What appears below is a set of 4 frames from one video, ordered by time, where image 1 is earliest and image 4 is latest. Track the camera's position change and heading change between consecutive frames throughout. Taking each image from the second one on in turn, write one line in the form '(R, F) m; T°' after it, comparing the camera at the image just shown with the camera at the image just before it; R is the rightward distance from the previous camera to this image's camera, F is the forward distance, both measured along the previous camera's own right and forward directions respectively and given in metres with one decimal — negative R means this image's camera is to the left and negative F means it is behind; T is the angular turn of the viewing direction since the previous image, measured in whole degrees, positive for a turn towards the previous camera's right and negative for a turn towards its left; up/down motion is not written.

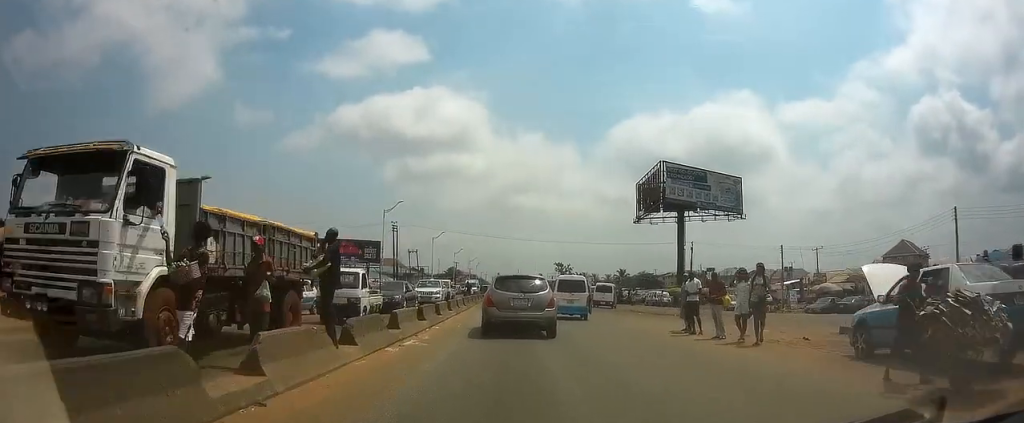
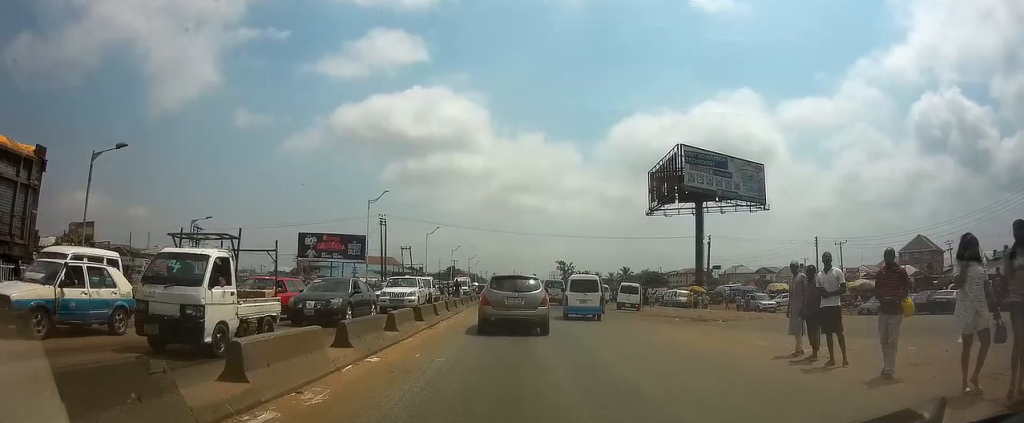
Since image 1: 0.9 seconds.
(0.0, +7.5) m; 0°
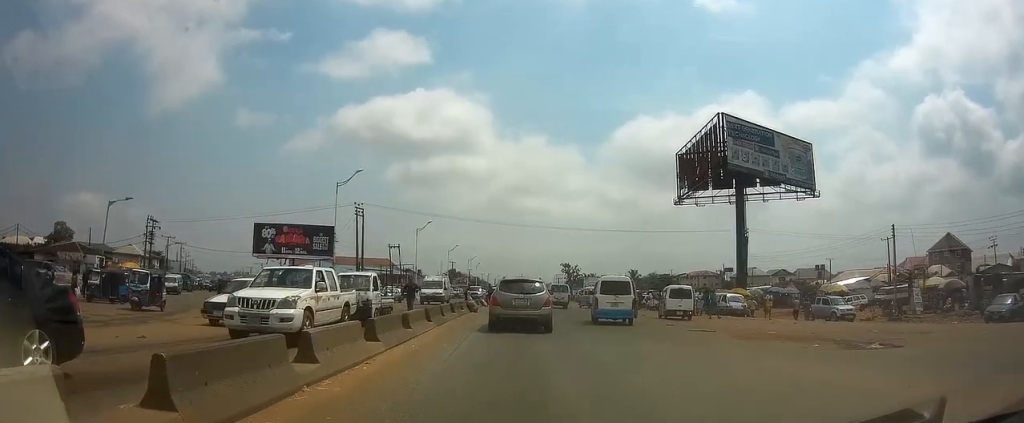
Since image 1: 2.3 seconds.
(0.0, +12.5) m; 0°
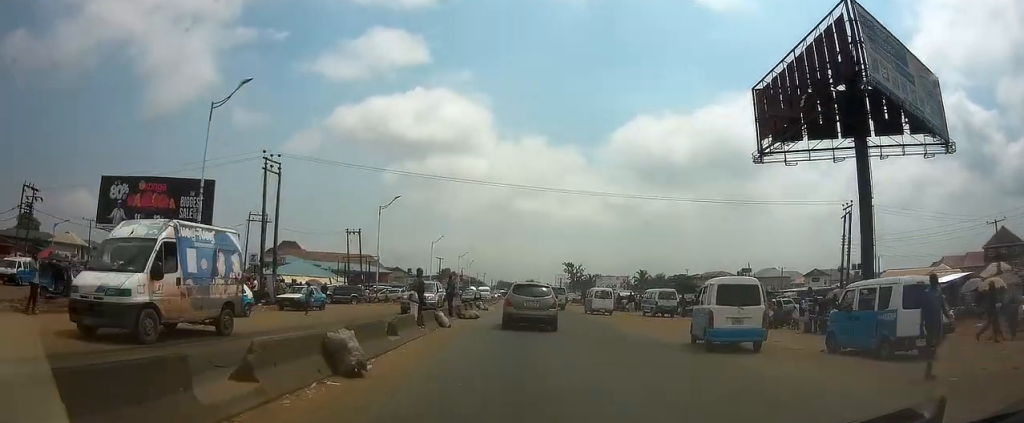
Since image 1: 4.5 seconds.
(0.0, +22.5) m; 0°
